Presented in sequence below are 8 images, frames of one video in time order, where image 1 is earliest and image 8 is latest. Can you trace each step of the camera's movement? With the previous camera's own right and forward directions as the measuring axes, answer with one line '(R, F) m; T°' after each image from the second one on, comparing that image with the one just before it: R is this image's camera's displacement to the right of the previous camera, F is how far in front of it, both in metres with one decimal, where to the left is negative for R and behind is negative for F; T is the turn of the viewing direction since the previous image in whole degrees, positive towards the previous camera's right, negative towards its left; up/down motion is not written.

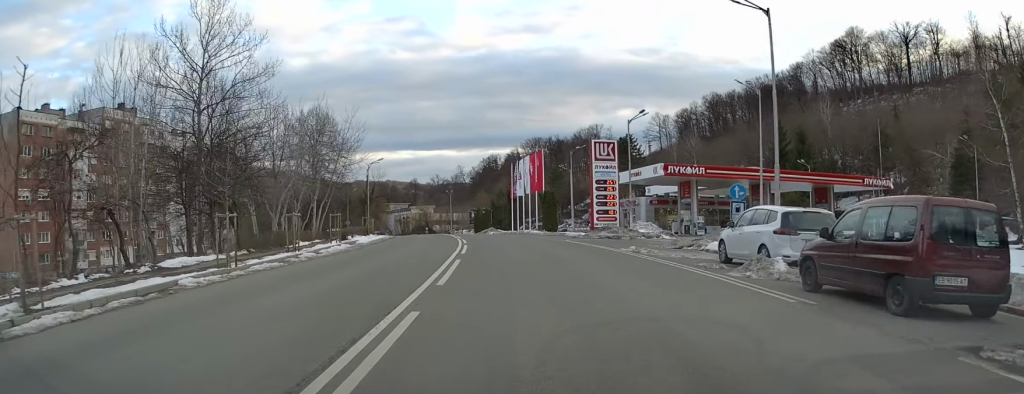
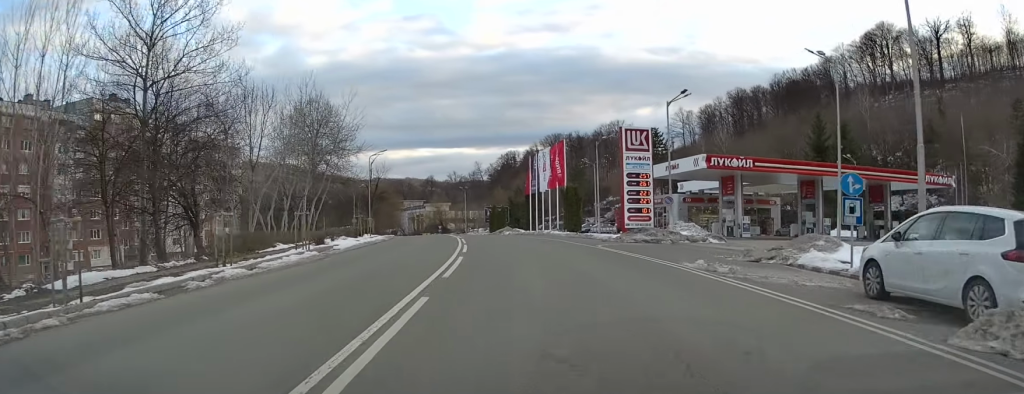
(0.0, +7.6) m; -1°
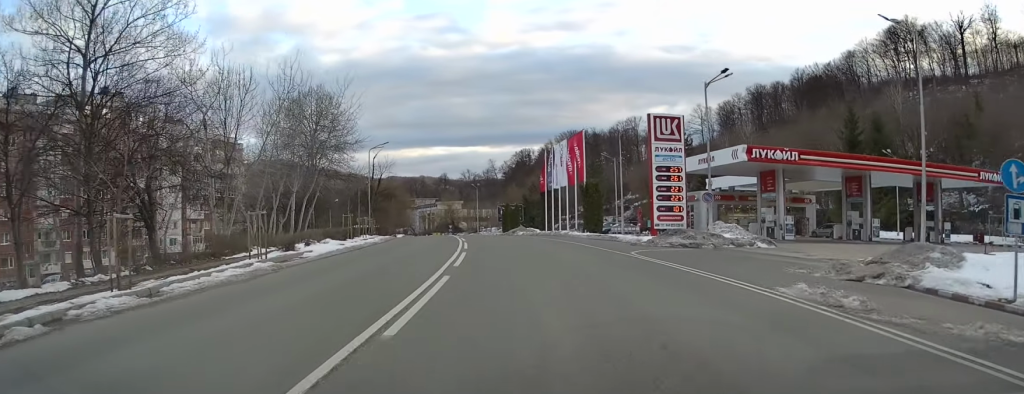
(-0.1, +5.8) m; -1°
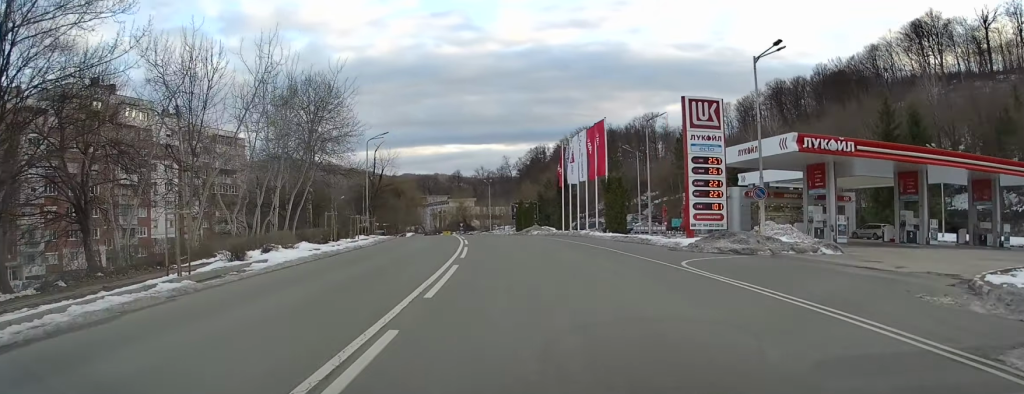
(0.0, +5.8) m; -1°
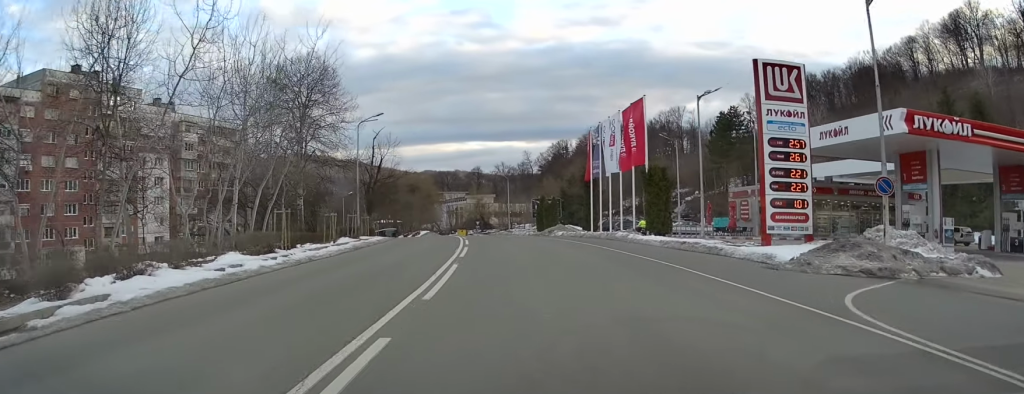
(-0.1, +9.0) m; -2°
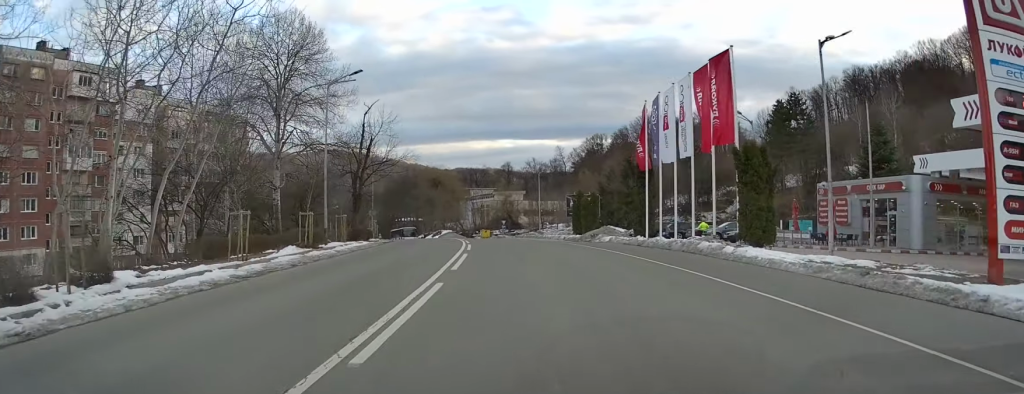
(-0.3, +13.0) m; -2°
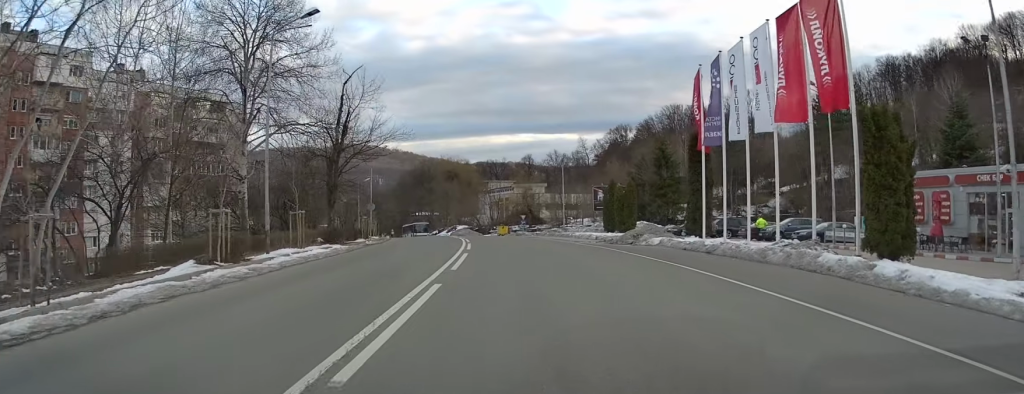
(-0.1, +9.4) m; -2°
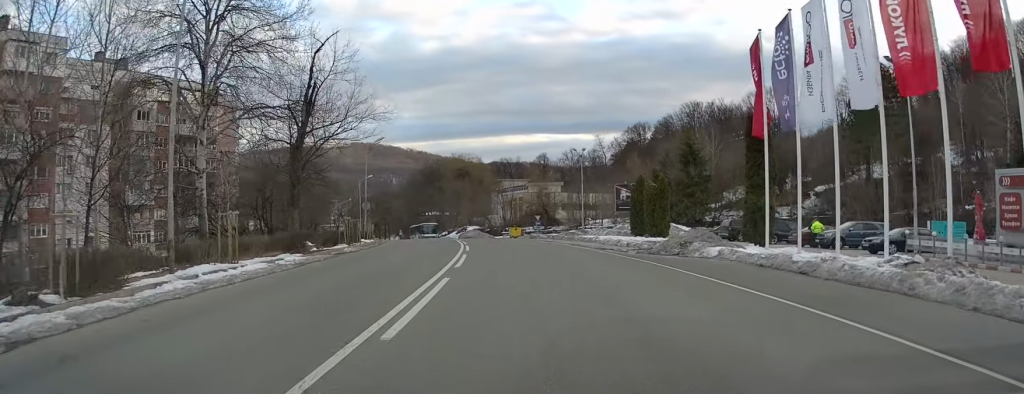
(-0.1, +7.3) m; -1°
